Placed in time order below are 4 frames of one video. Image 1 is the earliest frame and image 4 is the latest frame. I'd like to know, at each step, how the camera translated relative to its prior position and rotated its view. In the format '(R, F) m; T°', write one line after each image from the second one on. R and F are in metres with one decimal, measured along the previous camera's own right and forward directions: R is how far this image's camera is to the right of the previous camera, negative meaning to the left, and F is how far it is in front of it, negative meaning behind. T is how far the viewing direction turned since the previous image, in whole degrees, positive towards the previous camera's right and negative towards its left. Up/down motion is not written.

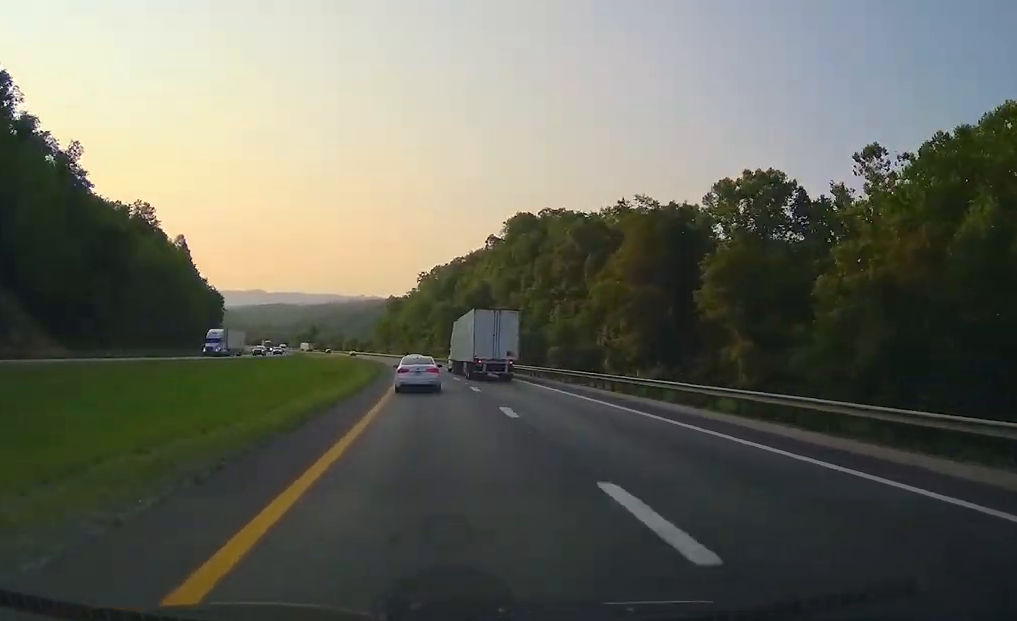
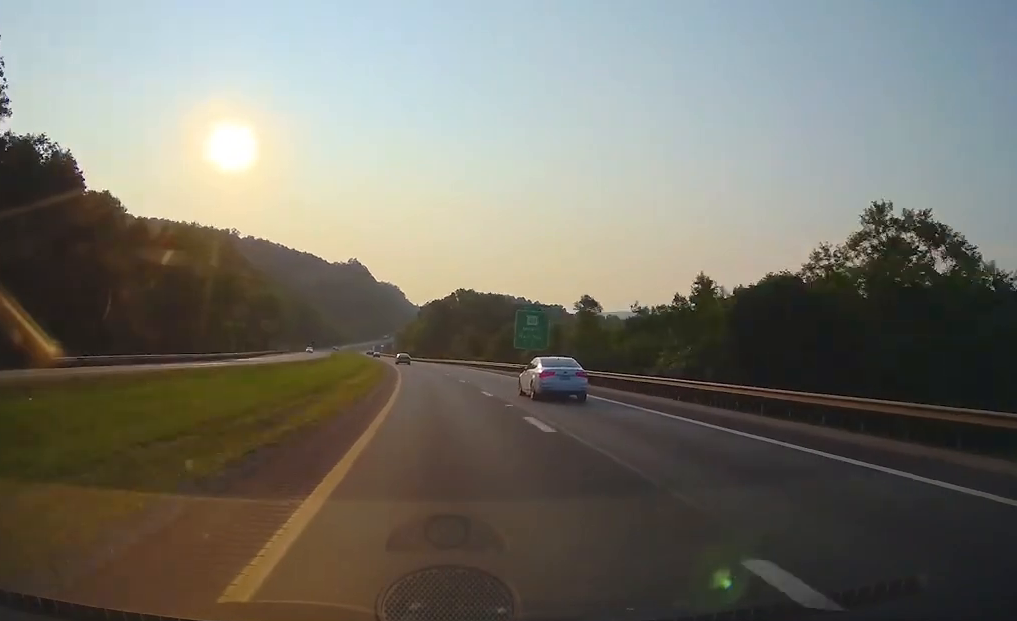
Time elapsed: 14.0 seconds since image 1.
(-114.7, +456.9) m; -28°
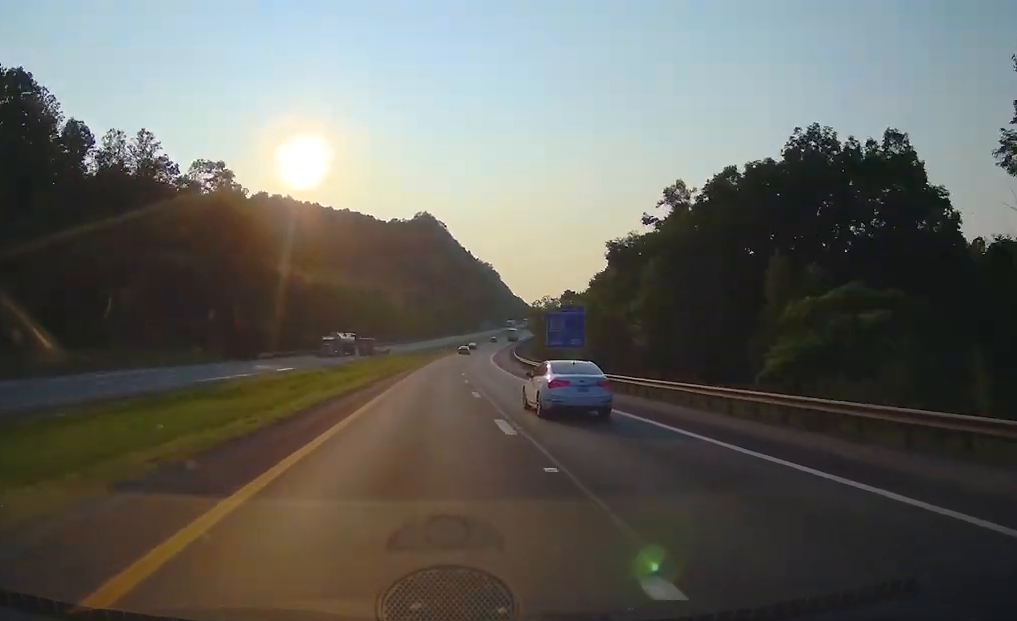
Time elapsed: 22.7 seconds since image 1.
(-7.2, +276.9) m; +1°
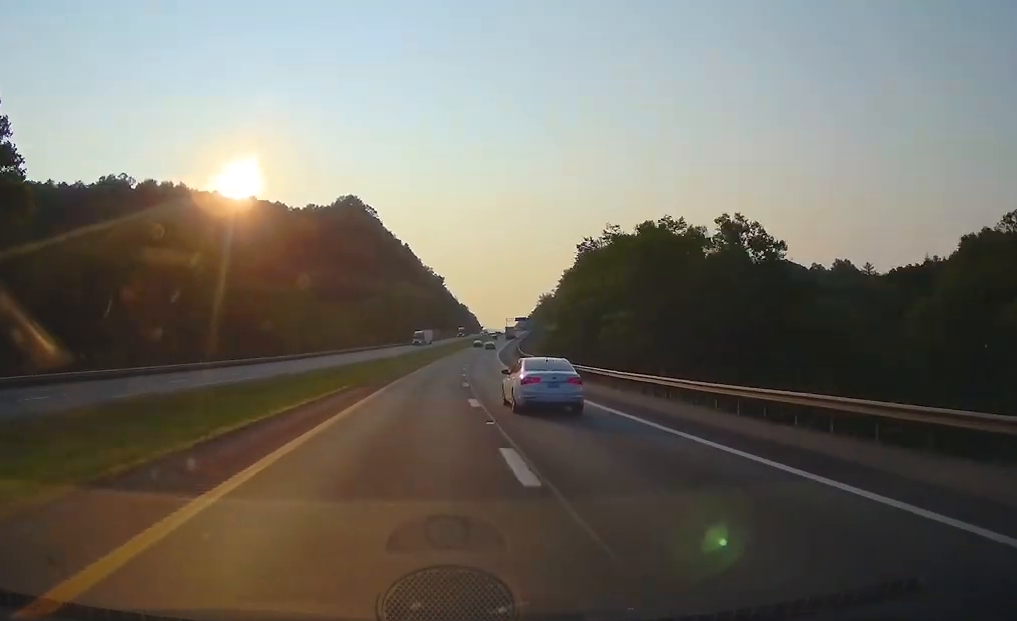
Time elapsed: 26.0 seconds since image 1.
(+2.3, +110.7) m; +4°
